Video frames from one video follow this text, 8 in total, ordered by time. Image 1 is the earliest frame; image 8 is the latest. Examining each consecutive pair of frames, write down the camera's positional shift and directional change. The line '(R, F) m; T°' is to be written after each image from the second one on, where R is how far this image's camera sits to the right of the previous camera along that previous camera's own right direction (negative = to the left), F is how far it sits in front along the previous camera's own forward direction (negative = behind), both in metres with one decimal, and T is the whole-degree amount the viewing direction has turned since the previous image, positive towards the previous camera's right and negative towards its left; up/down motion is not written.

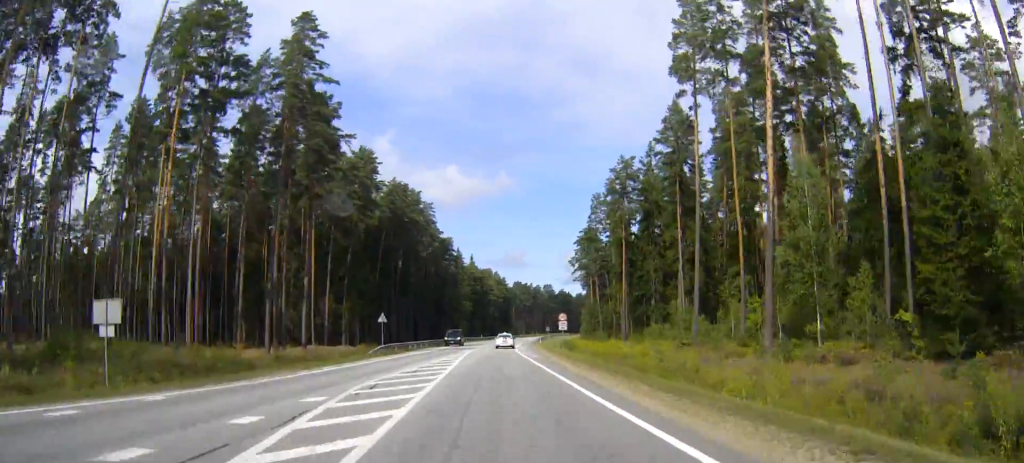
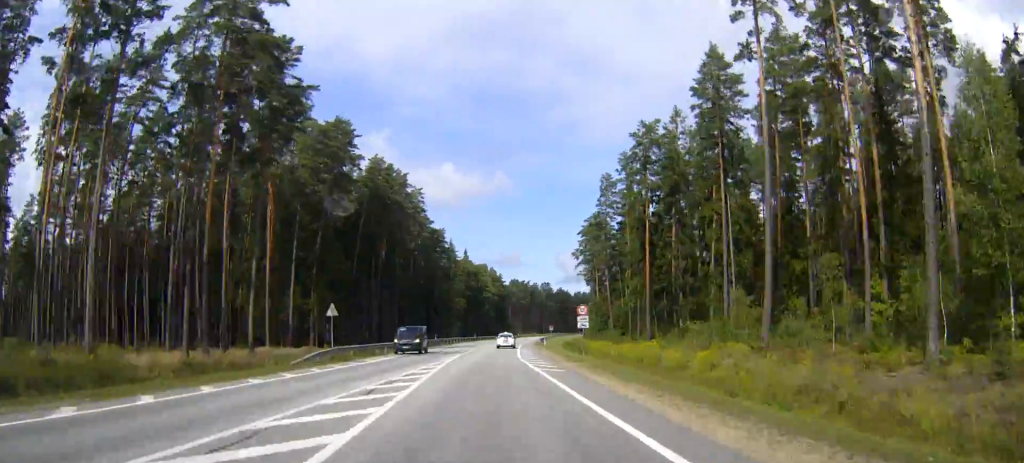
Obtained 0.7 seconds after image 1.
(0.0, +20.0) m; +1°
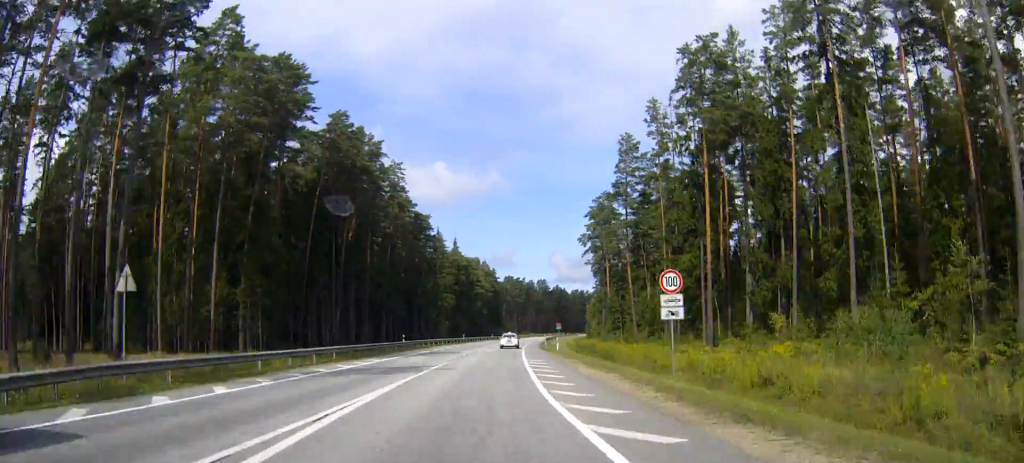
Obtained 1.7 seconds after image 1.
(+0.4, +26.4) m; +2°
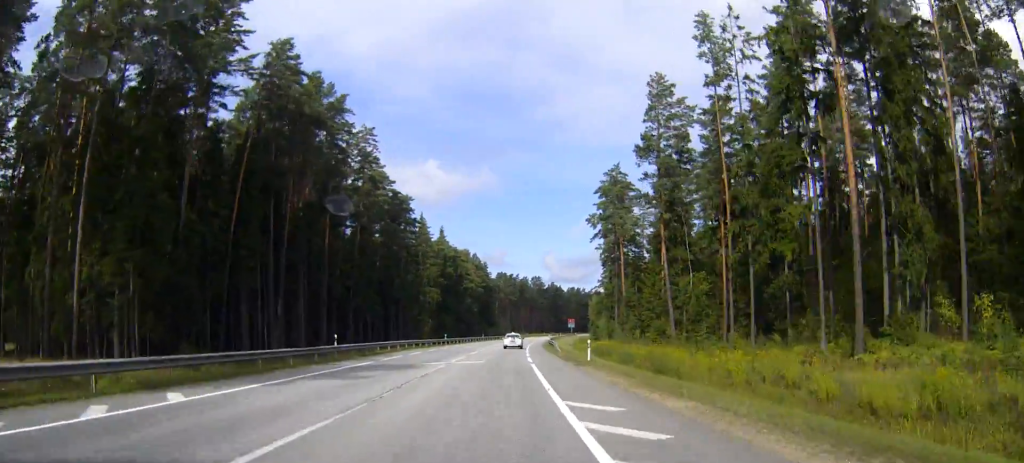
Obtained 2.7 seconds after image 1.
(+0.3, +23.9) m; +1°
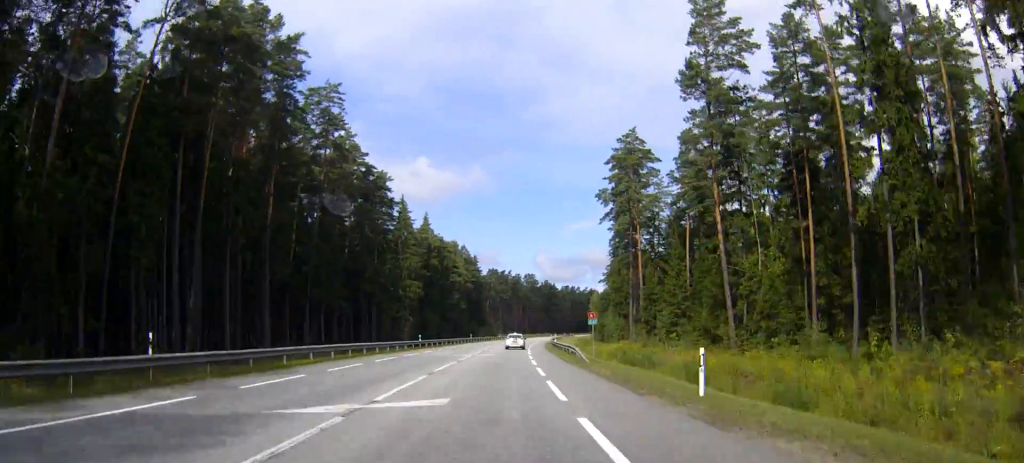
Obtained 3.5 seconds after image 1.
(0.0, +20.6) m; 0°
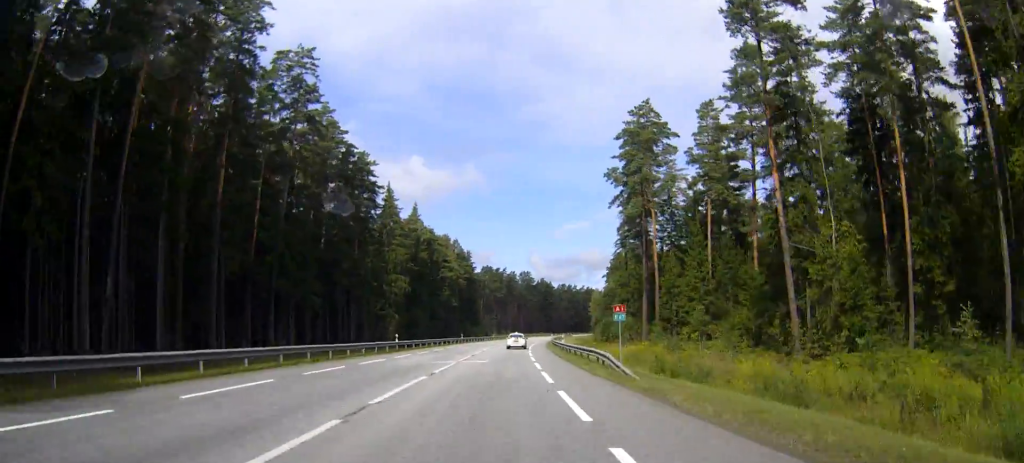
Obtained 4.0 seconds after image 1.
(+0.1, +12.4) m; 0°
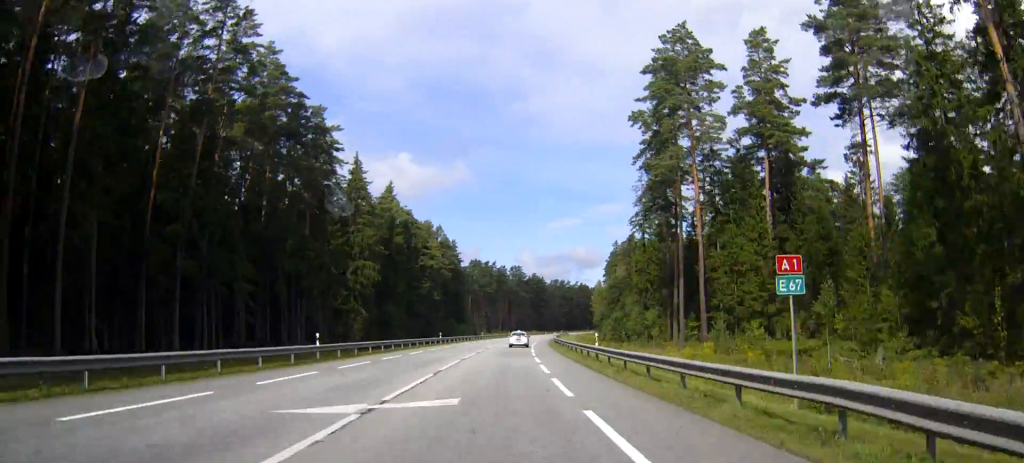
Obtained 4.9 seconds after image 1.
(0.0, +22.4) m; 0°
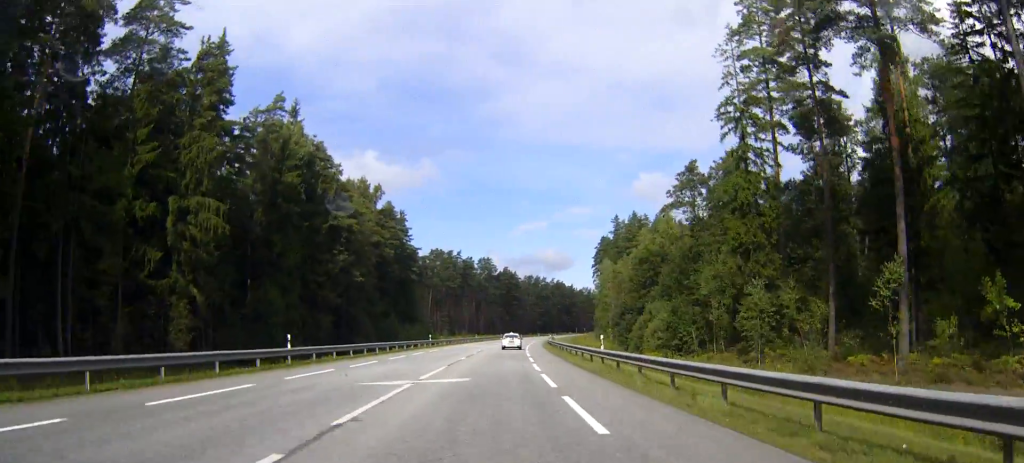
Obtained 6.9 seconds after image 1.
(0.0, +50.3) m; +1°
